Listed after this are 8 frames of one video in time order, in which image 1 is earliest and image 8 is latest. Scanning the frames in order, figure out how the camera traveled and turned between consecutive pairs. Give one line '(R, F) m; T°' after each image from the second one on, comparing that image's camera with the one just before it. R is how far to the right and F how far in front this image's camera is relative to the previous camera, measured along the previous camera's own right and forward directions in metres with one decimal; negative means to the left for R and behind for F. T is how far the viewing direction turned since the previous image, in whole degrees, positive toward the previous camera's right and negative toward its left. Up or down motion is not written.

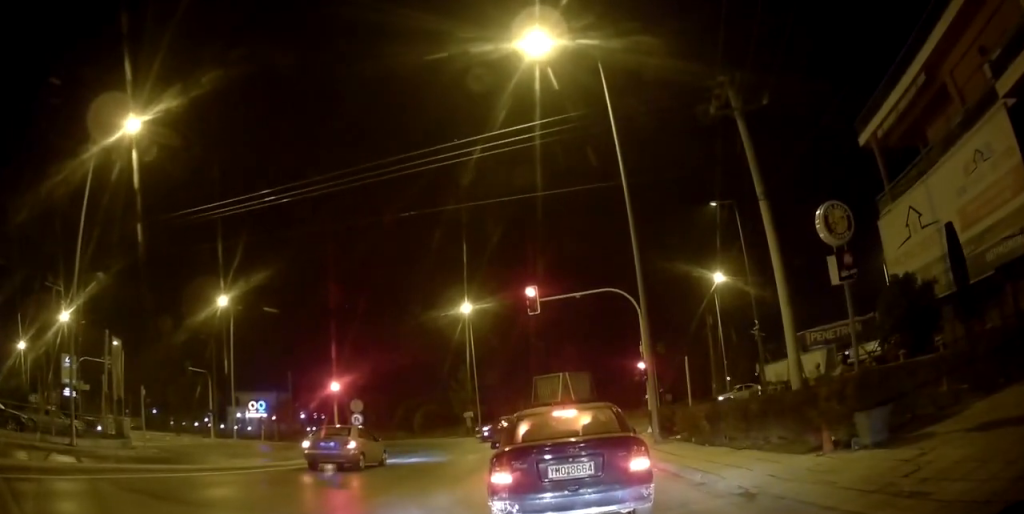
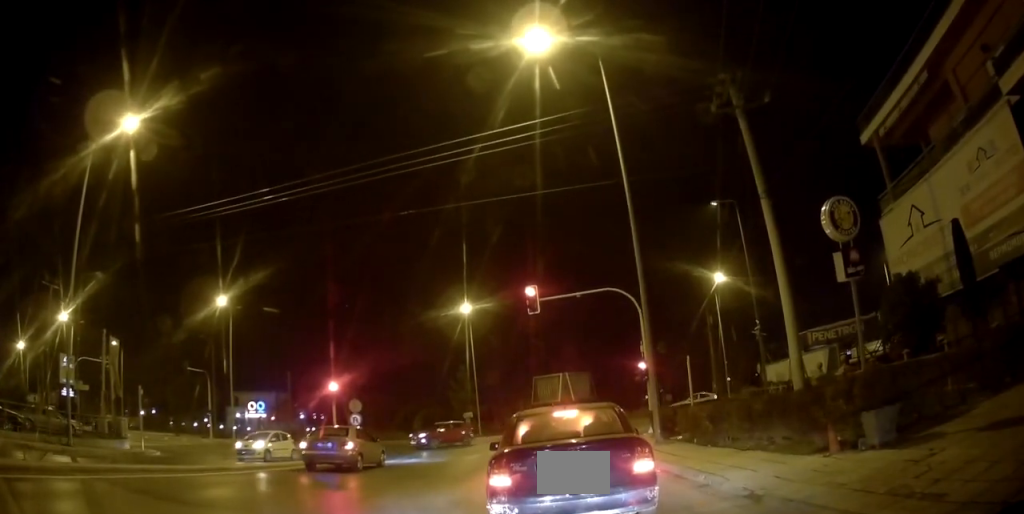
(-0.2, +0.1) m; 0°
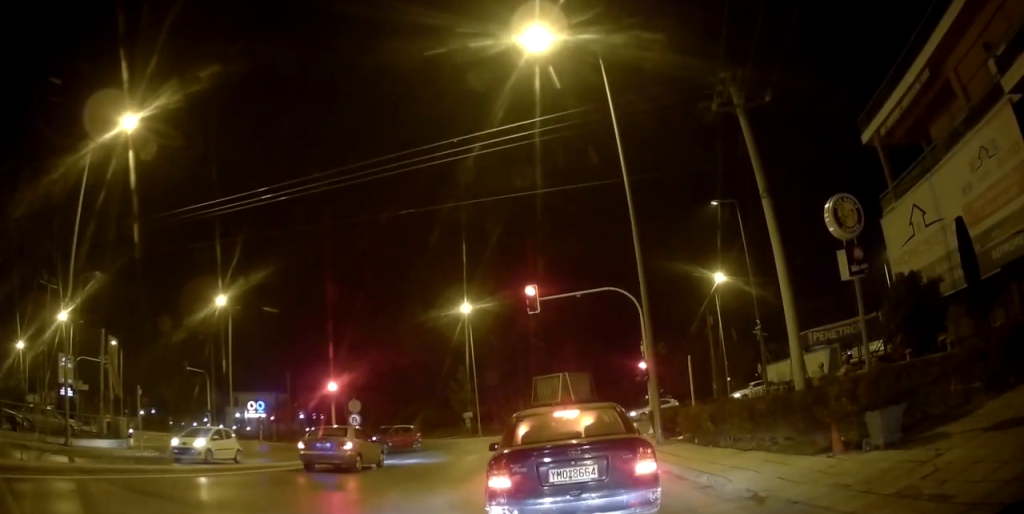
(0.0, 0.0) m; 0°
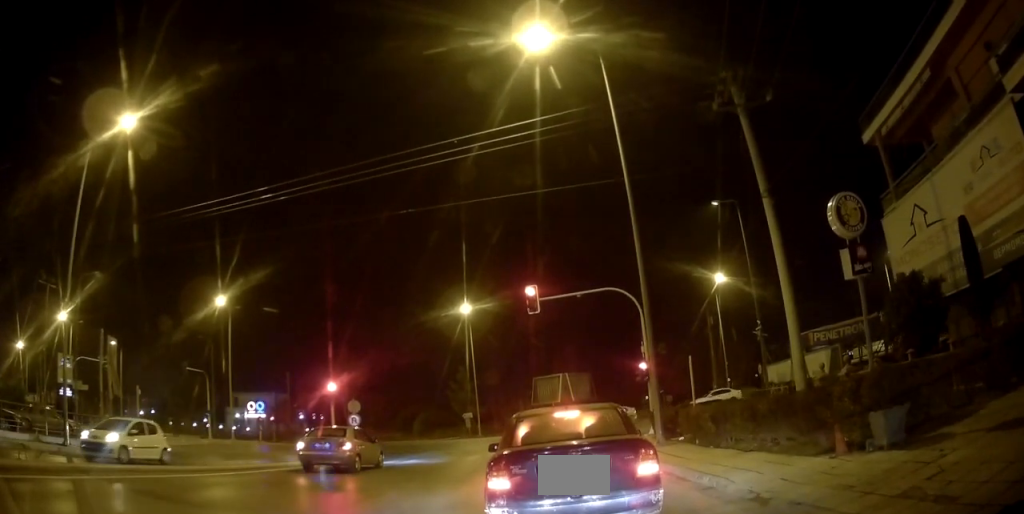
(0.0, 0.0) m; 0°
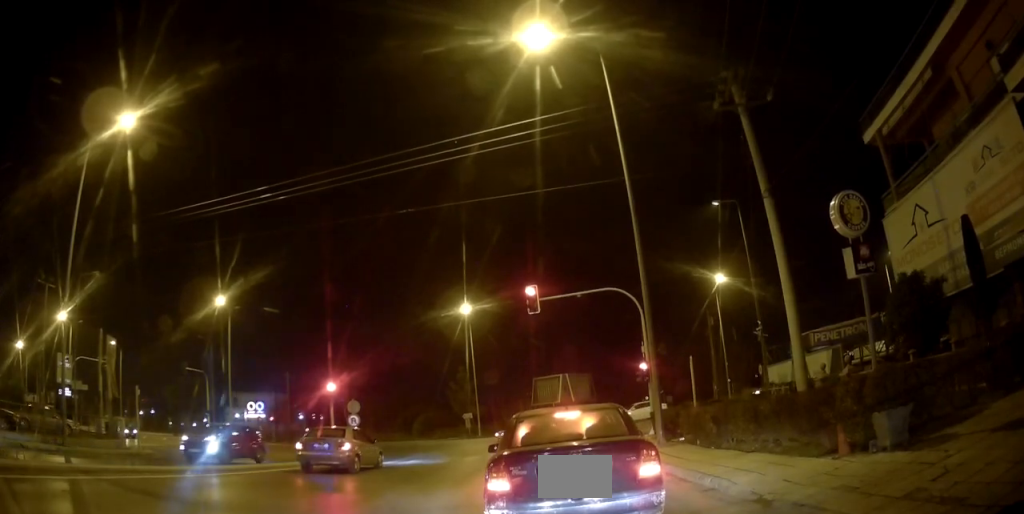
(-0.1, 0.0) m; 0°
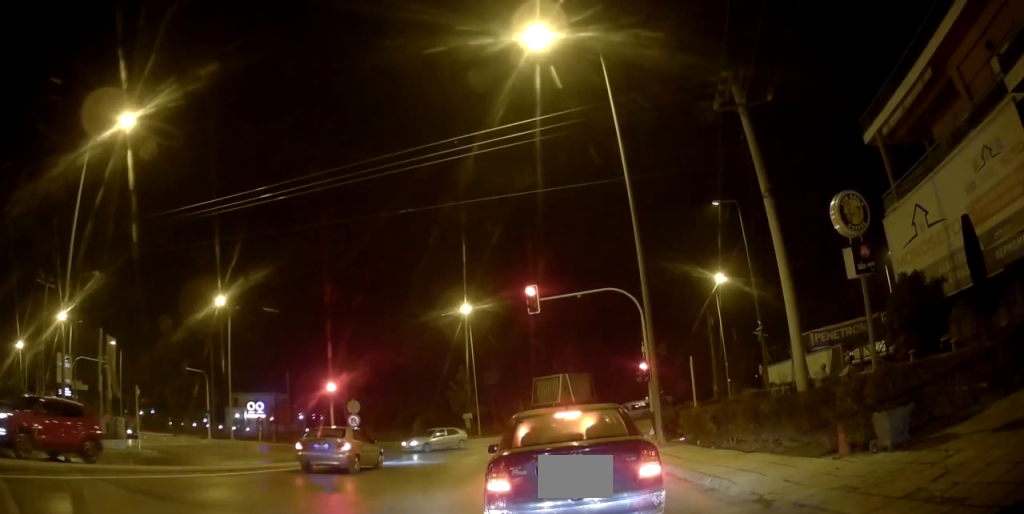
(0.0, 0.0) m; 0°
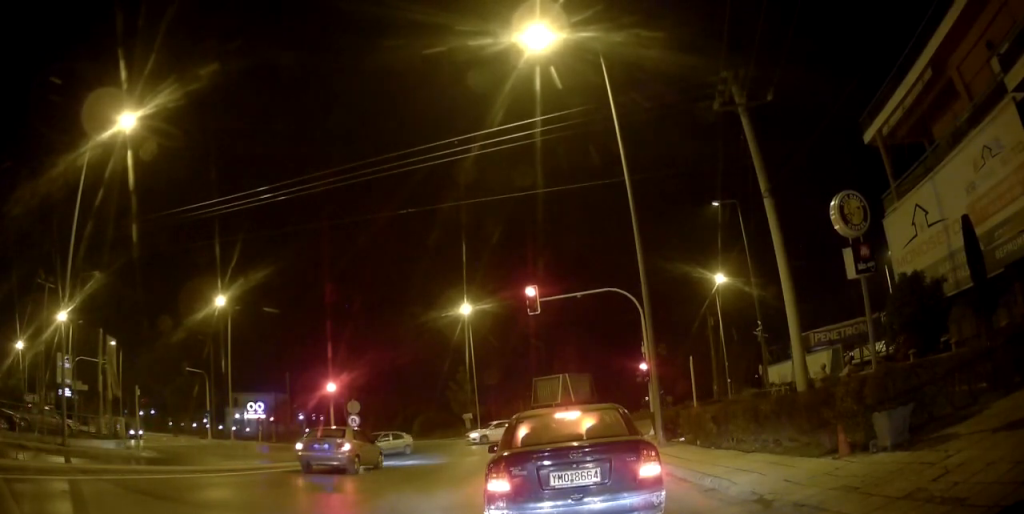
(0.0, 0.0) m; 0°
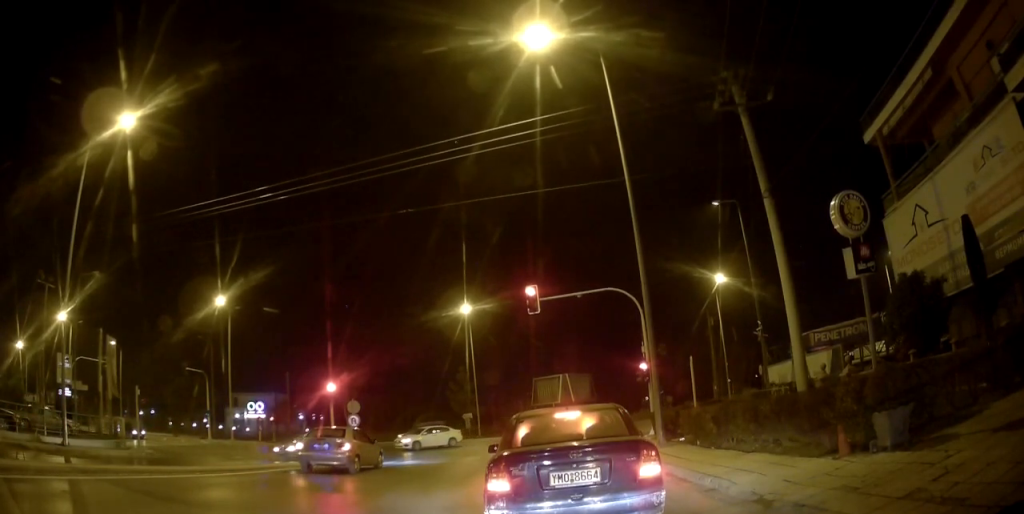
(0.0, 0.0) m; 0°
